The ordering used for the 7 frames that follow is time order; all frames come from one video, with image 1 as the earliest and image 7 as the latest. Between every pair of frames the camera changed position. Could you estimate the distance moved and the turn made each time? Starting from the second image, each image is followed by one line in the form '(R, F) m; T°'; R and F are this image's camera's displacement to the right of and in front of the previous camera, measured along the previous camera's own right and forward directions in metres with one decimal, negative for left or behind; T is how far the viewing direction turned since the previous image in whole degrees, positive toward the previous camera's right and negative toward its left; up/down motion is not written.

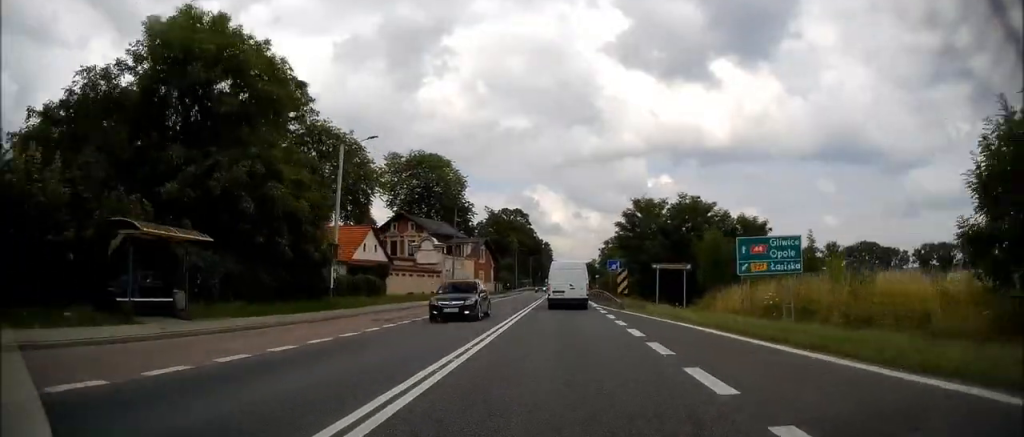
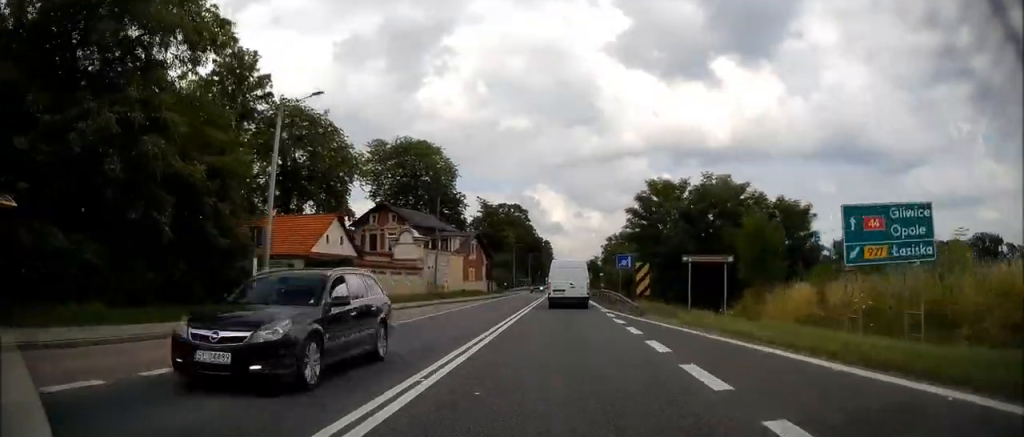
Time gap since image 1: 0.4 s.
(+0.1, +7.8) m; 0°
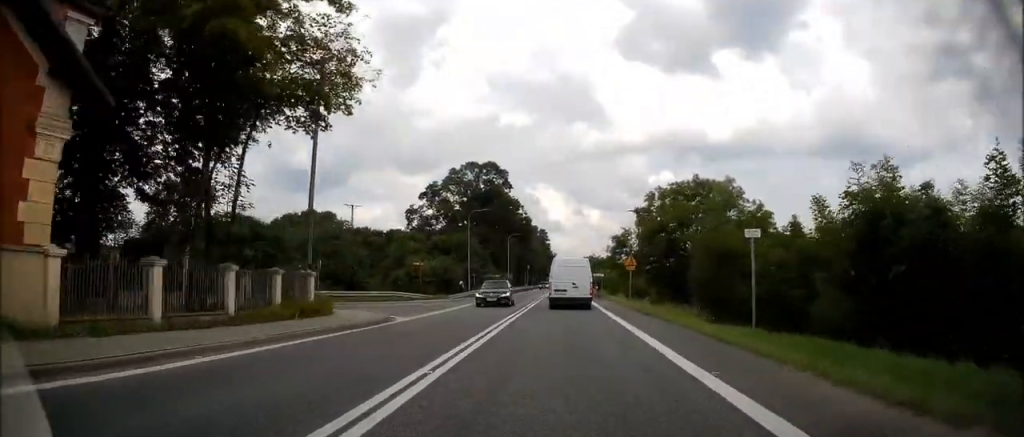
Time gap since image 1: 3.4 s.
(+0.3, +57.2) m; 0°
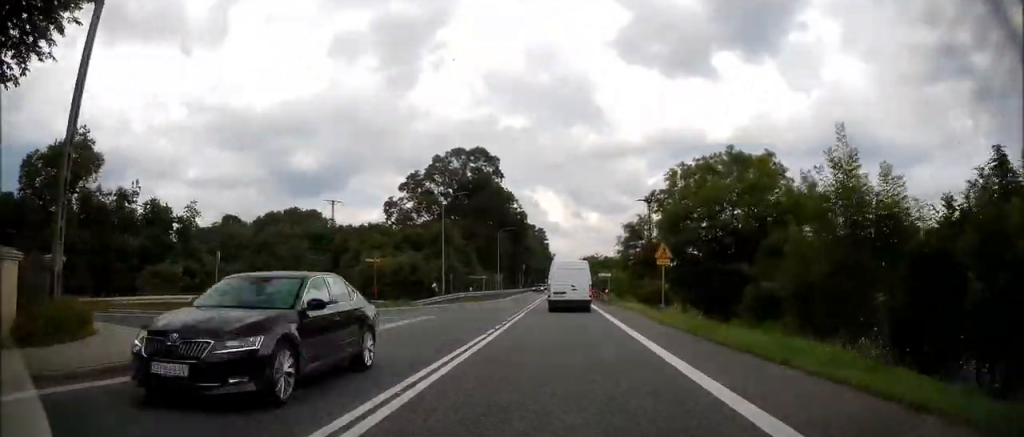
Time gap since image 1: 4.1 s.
(-0.1, +13.3) m; 0°
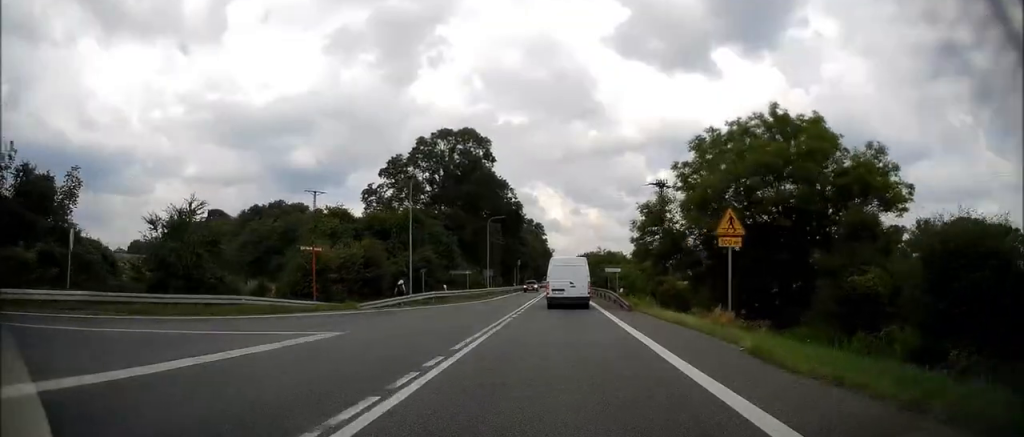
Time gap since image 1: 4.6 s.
(+0.1, +10.6) m; 0°
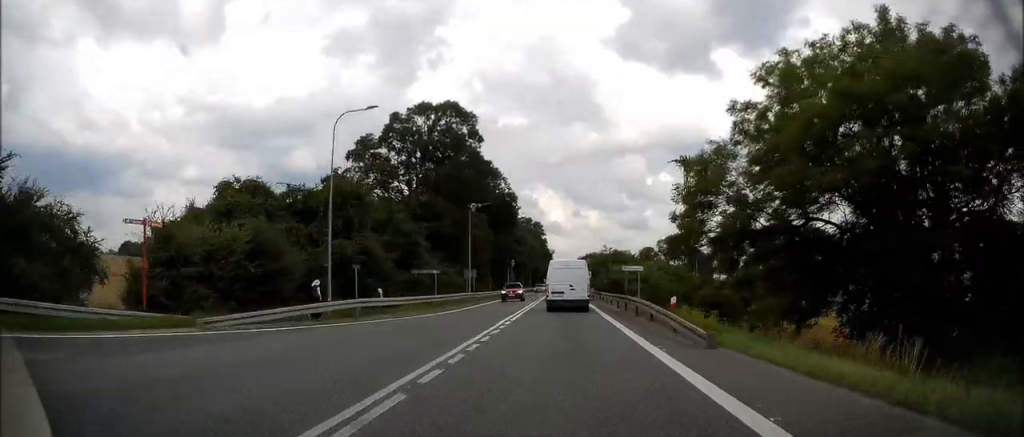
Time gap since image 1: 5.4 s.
(0.0, +14.4) m; 0°
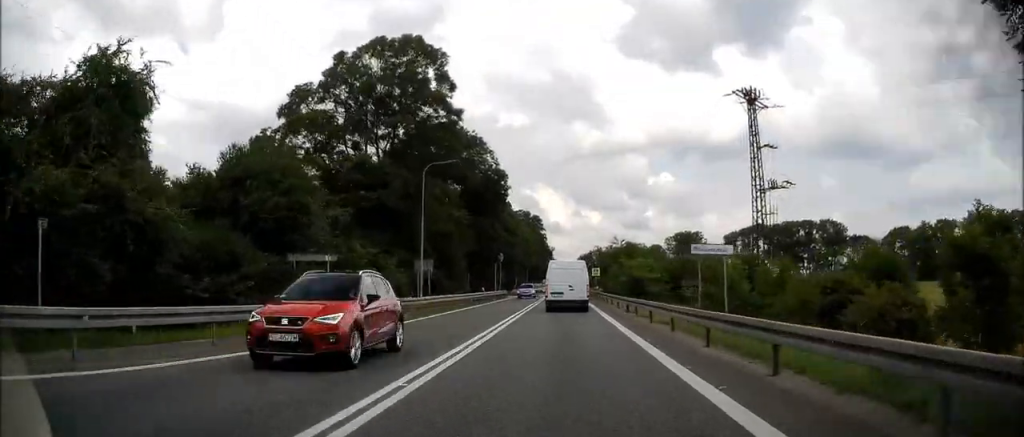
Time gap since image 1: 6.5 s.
(0.0, +19.9) m; 0°
